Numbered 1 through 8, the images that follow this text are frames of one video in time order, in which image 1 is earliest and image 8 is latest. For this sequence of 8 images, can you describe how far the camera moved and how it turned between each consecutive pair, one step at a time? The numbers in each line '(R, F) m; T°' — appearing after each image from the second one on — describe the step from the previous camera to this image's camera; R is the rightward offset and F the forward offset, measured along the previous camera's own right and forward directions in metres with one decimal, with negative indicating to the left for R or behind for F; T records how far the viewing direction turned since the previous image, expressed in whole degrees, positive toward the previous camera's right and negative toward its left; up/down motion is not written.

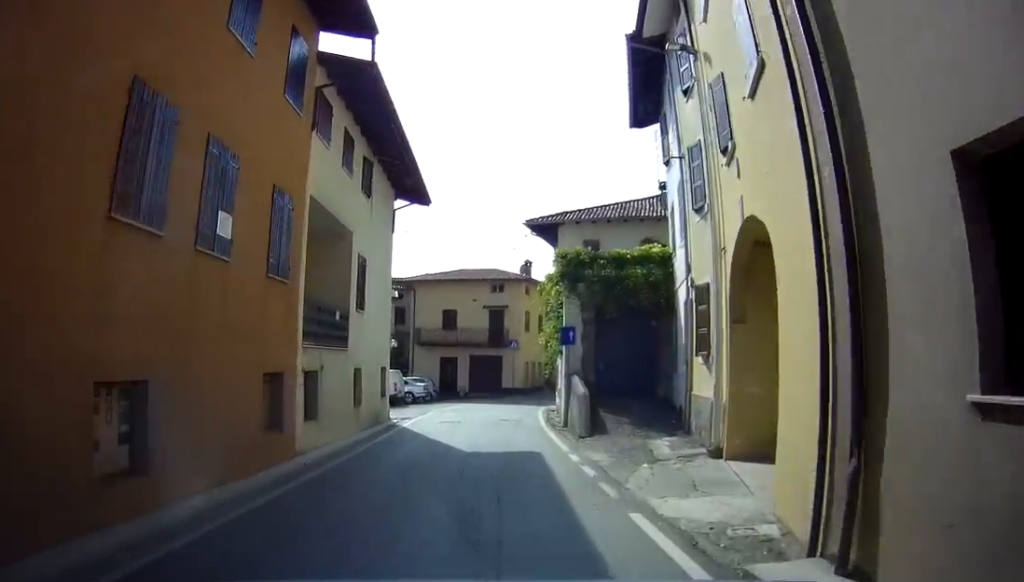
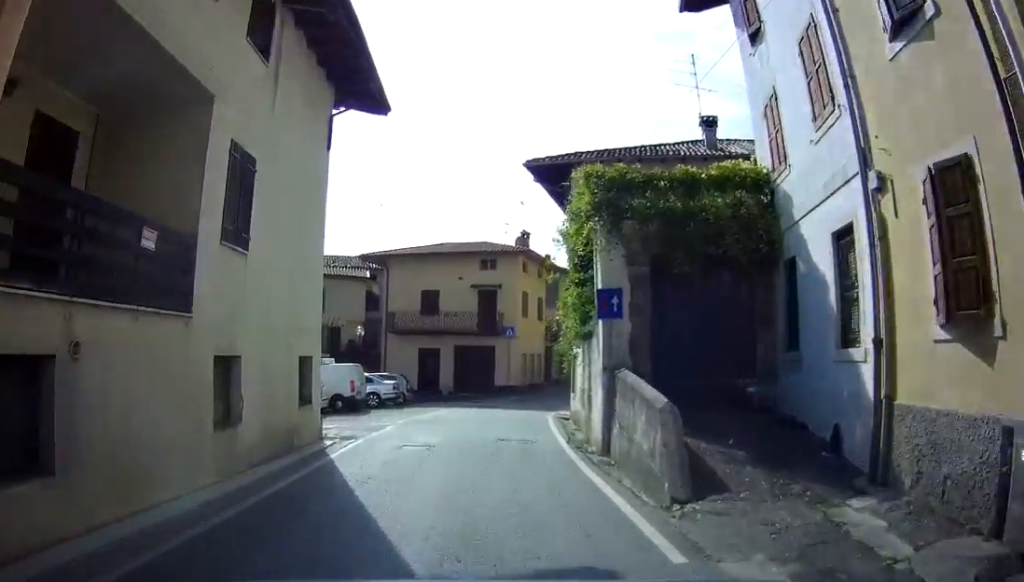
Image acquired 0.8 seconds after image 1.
(+0.4, +7.6) m; -1°
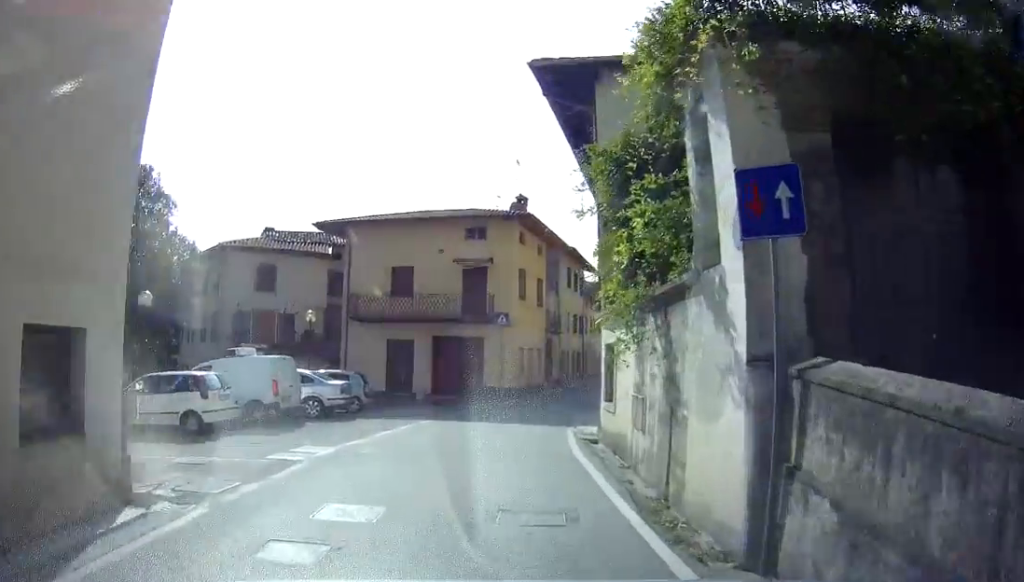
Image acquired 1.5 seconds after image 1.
(-0.2, +7.4) m; 0°
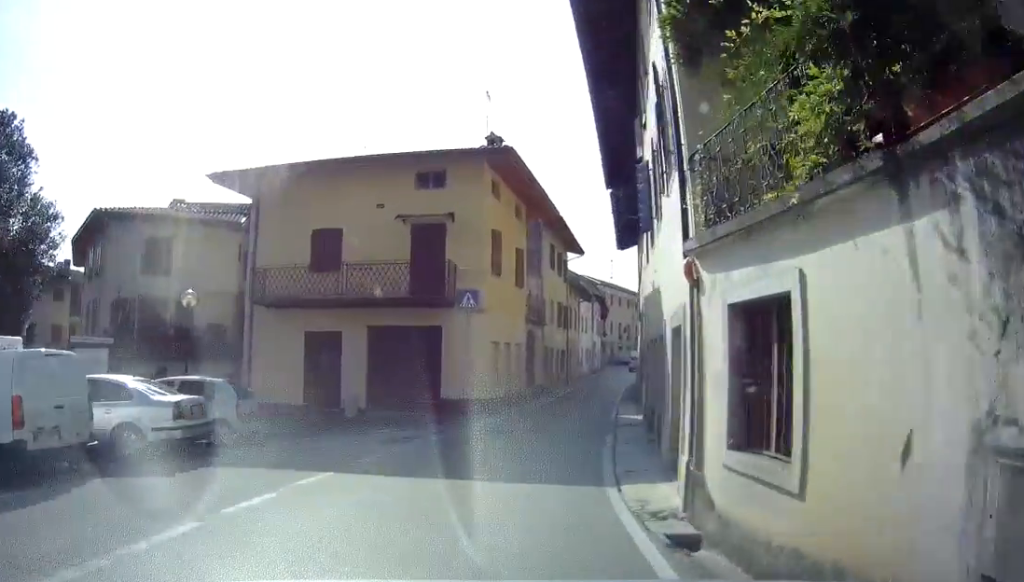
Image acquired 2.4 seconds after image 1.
(-0.2, +8.0) m; +4°
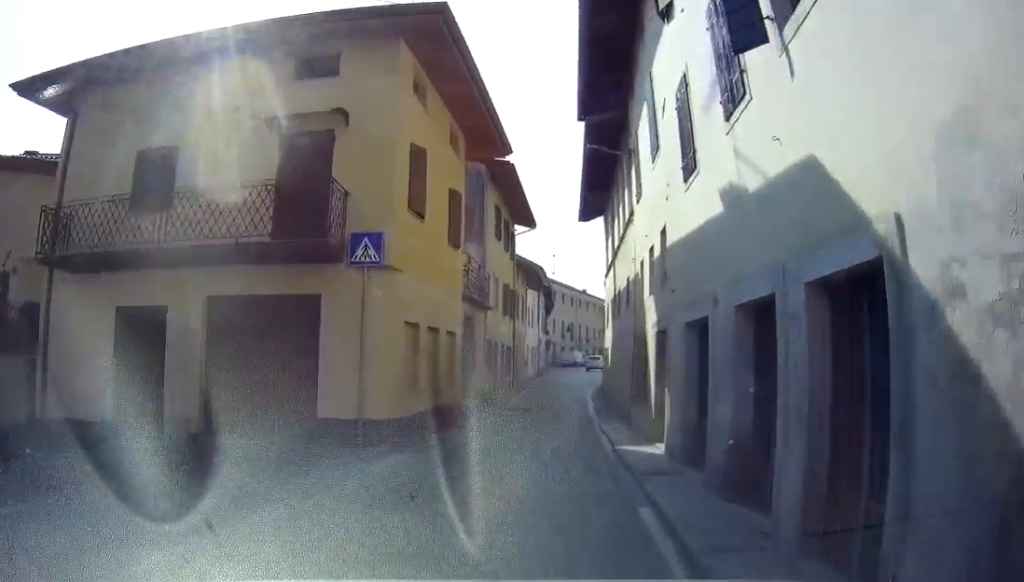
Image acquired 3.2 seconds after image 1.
(+0.8, +7.3) m; +6°
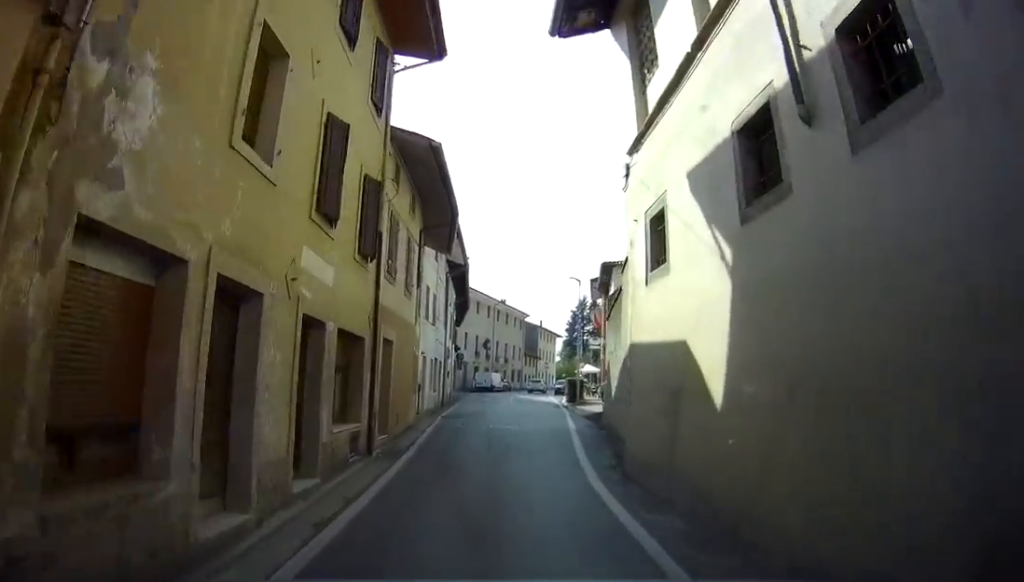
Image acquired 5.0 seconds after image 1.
(+0.2, +18.4) m; +1°
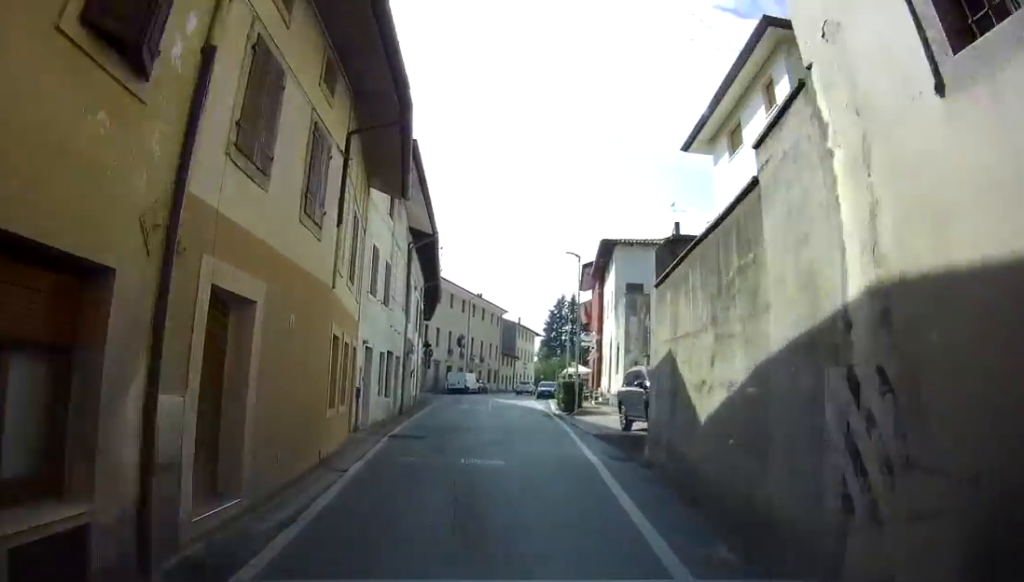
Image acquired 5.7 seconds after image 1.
(0.0, +6.9) m; +1°
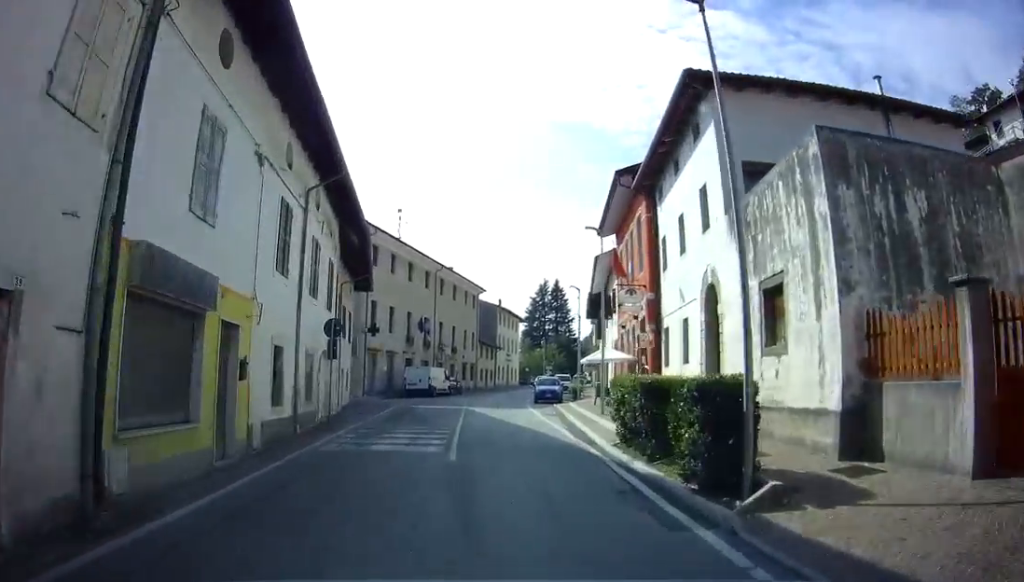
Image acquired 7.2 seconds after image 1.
(+0.2, +17.6) m; +1°
